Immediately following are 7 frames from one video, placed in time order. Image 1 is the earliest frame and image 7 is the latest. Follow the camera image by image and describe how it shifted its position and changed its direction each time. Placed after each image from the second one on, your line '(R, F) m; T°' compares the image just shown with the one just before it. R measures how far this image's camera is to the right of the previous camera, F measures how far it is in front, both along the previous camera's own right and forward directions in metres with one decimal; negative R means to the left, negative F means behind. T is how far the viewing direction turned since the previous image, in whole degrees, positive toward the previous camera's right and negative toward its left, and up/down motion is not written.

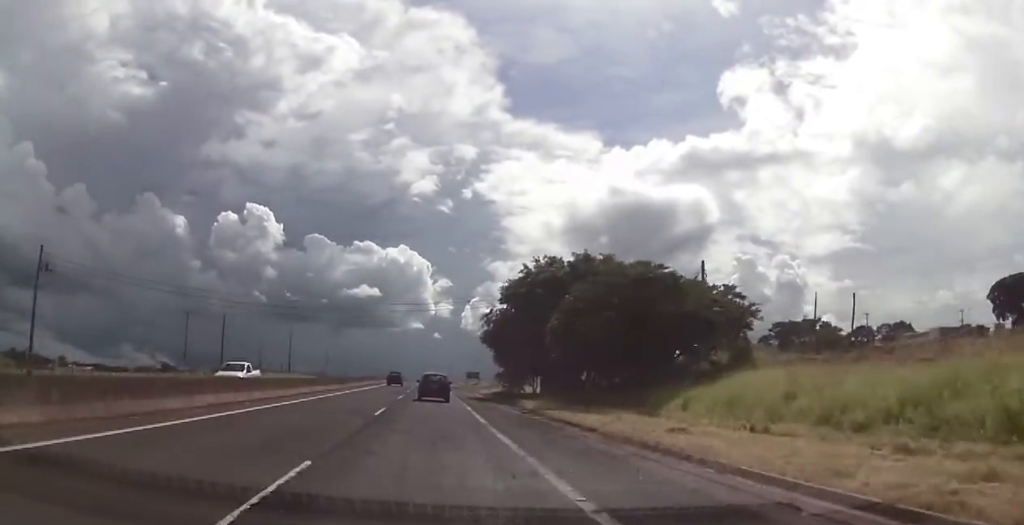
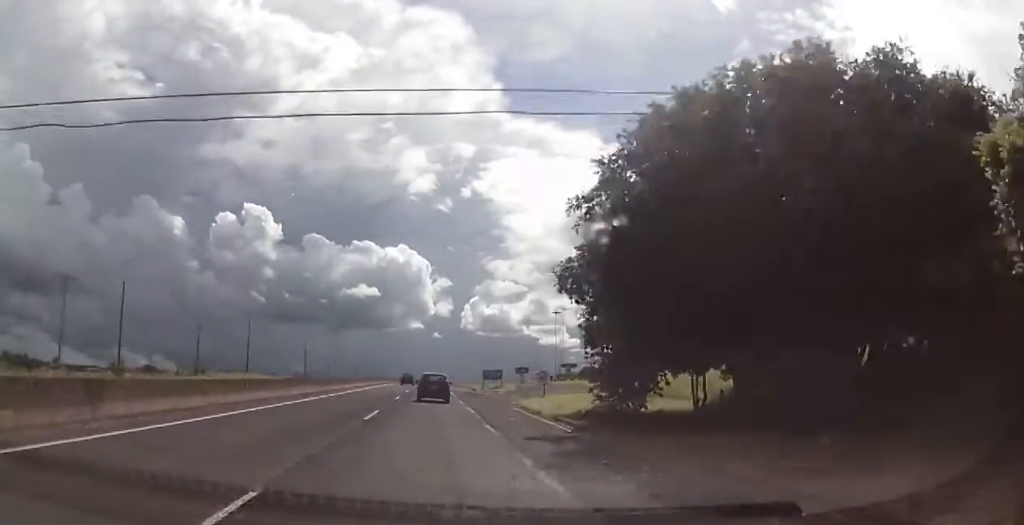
(-0.2, +35.3) m; 0°
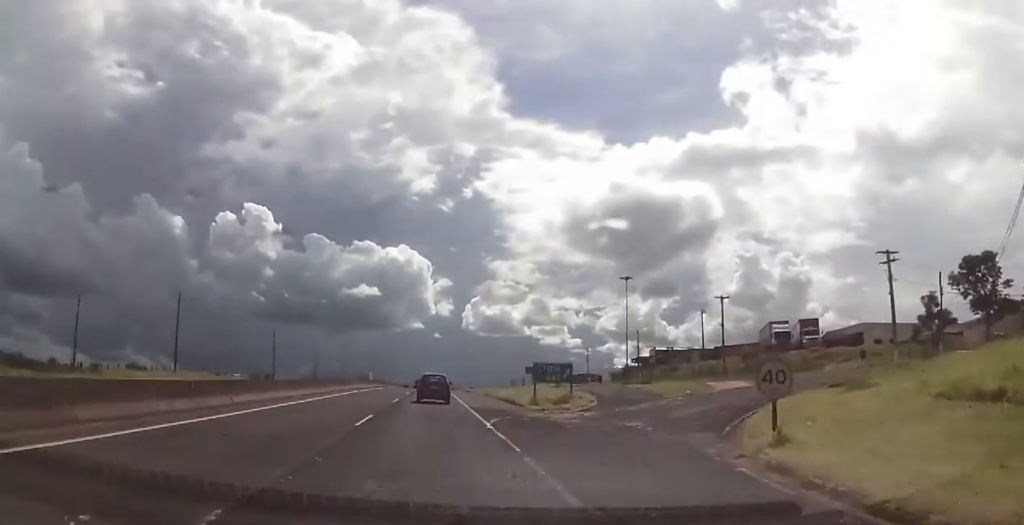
(+0.7, +34.7) m; +1°
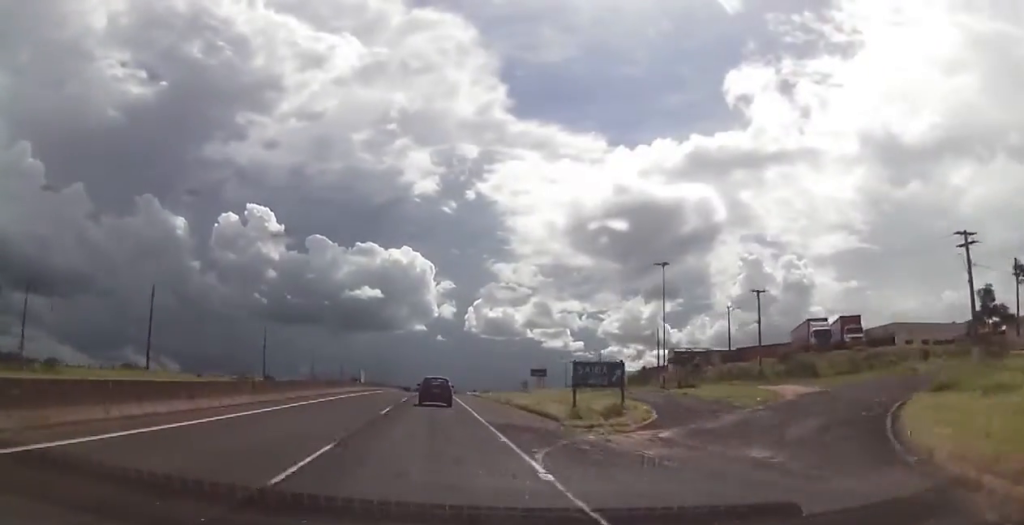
(-0.1, +9.4) m; 0°
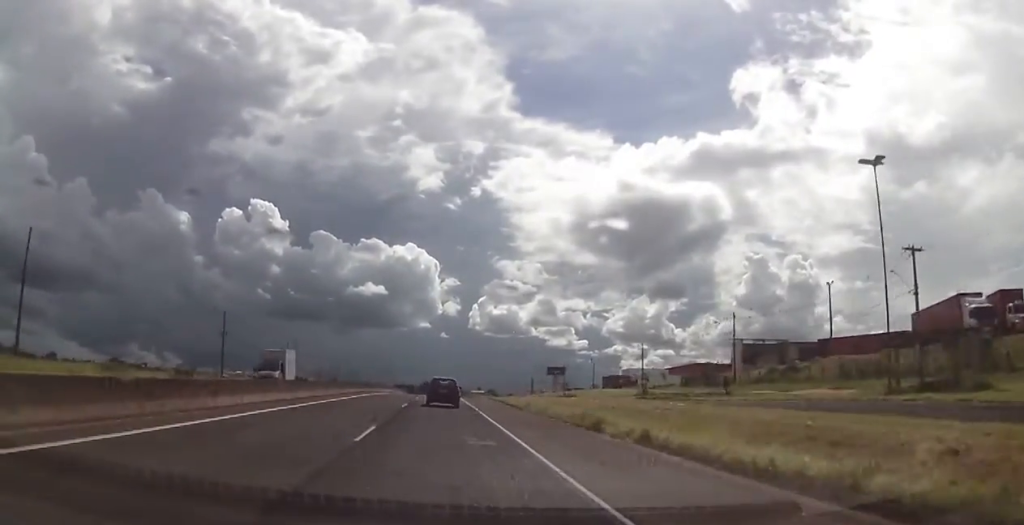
(-0.2, +27.1) m; -1°
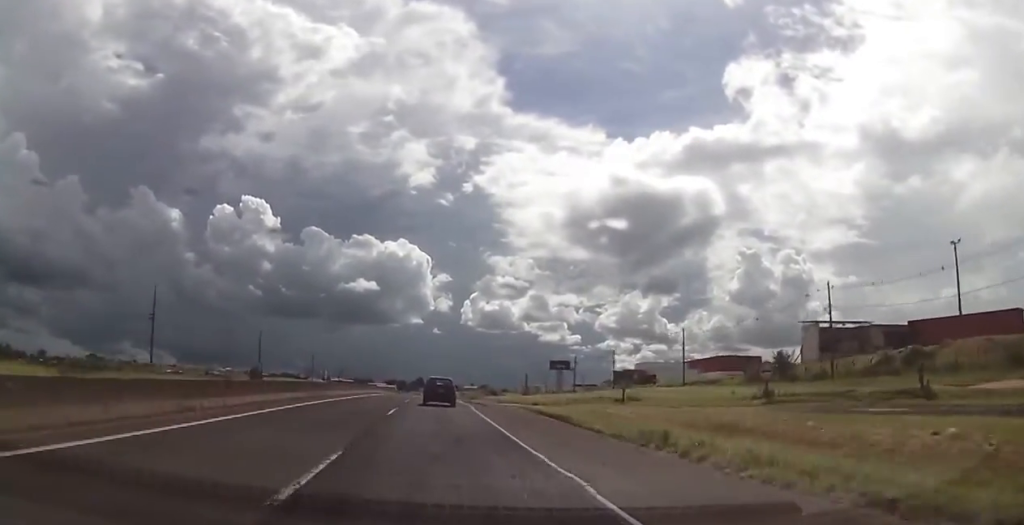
(-0.2, +23.1) m; 0°
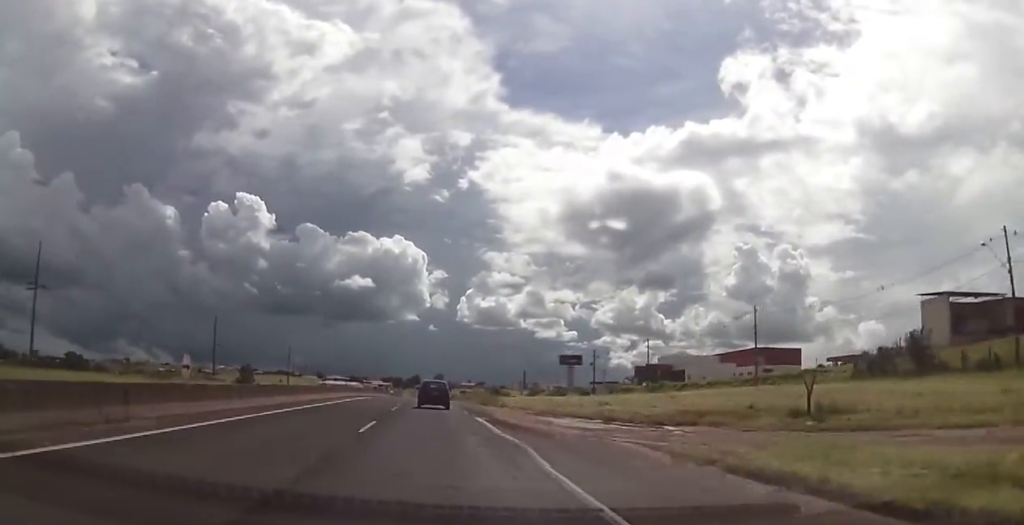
(+0.3, +23.5) m; +1°
